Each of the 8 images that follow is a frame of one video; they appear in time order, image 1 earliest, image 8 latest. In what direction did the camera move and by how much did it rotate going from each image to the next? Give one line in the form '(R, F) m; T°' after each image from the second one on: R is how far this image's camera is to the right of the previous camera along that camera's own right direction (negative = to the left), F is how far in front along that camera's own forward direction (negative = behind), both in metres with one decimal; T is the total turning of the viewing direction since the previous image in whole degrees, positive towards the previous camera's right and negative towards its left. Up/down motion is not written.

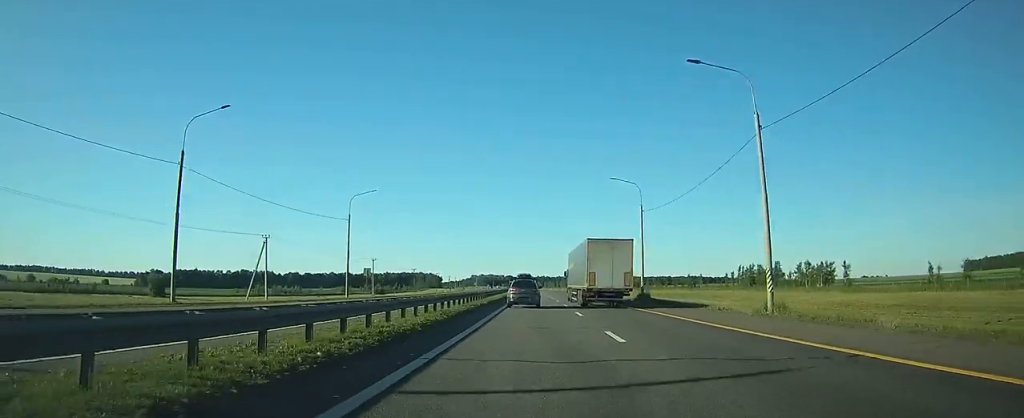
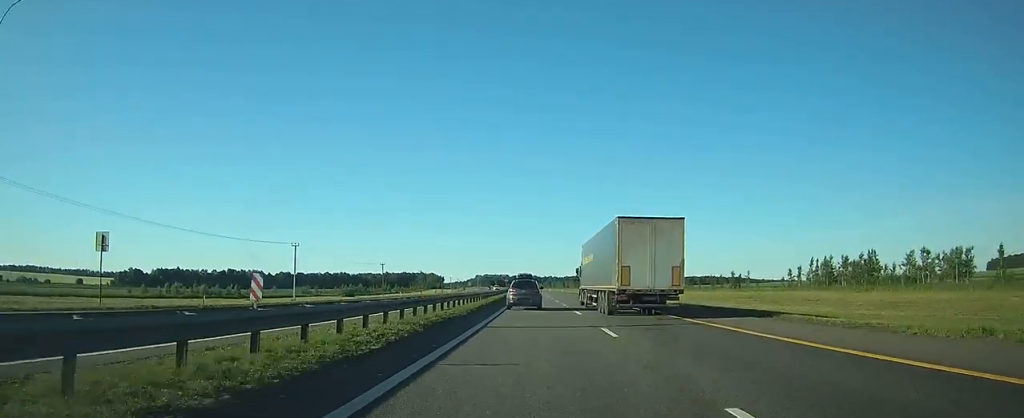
(0.0, +46.5) m; 0°
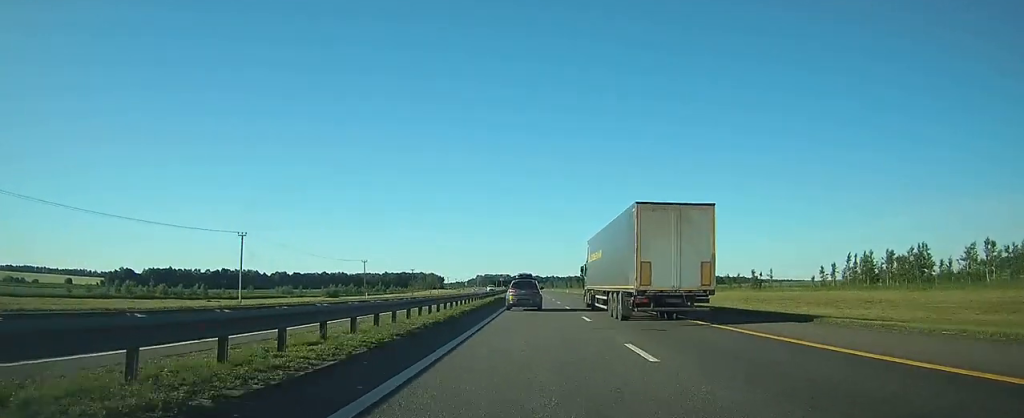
(0.0, +17.1) m; 0°
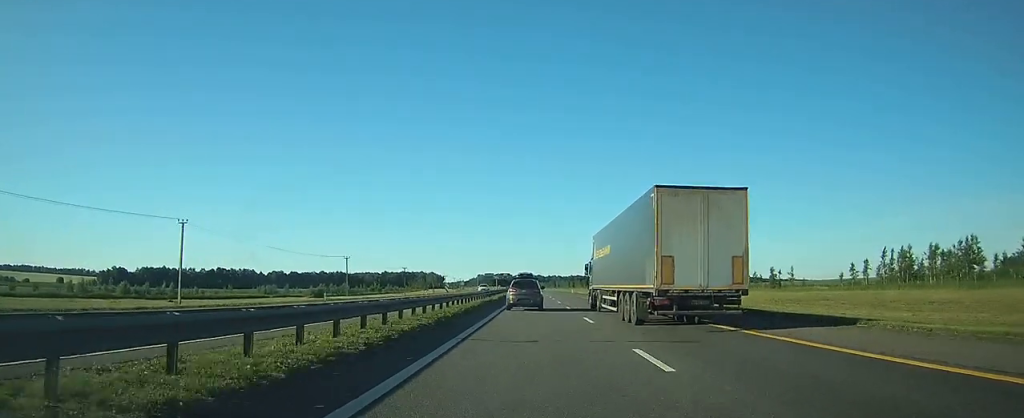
(0.0, +13.3) m; 0°
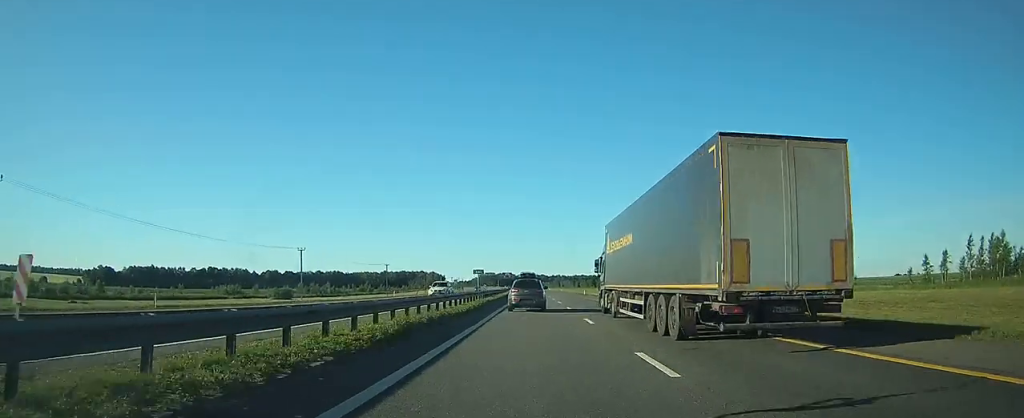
(-0.1, +24.7) m; 0°
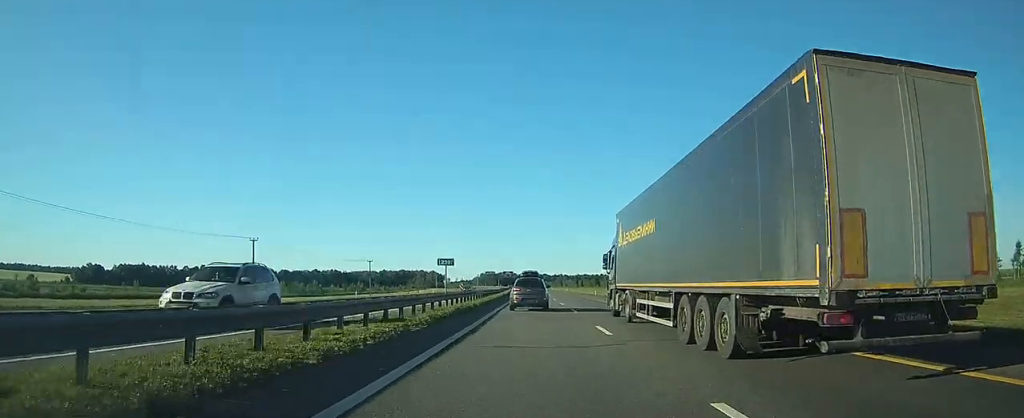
(0.0, +17.1) m; 0°
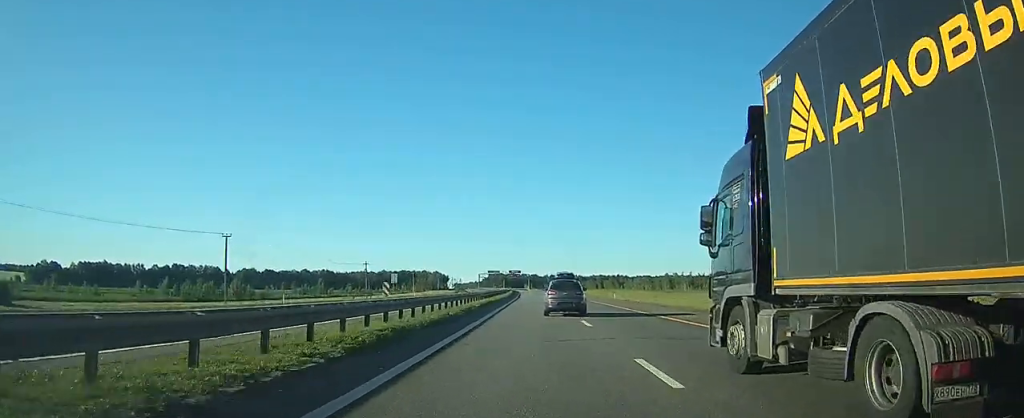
(-0.4, +68.4) m; -1°
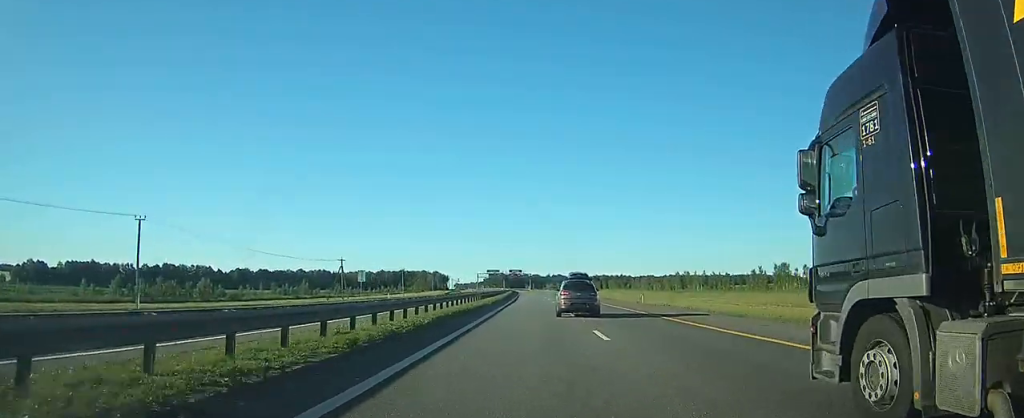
(0.0, +17.2) m; 0°
